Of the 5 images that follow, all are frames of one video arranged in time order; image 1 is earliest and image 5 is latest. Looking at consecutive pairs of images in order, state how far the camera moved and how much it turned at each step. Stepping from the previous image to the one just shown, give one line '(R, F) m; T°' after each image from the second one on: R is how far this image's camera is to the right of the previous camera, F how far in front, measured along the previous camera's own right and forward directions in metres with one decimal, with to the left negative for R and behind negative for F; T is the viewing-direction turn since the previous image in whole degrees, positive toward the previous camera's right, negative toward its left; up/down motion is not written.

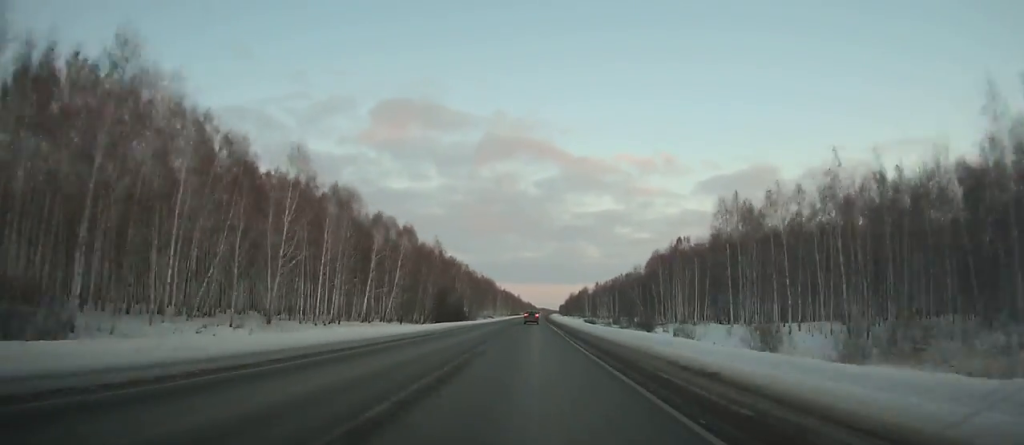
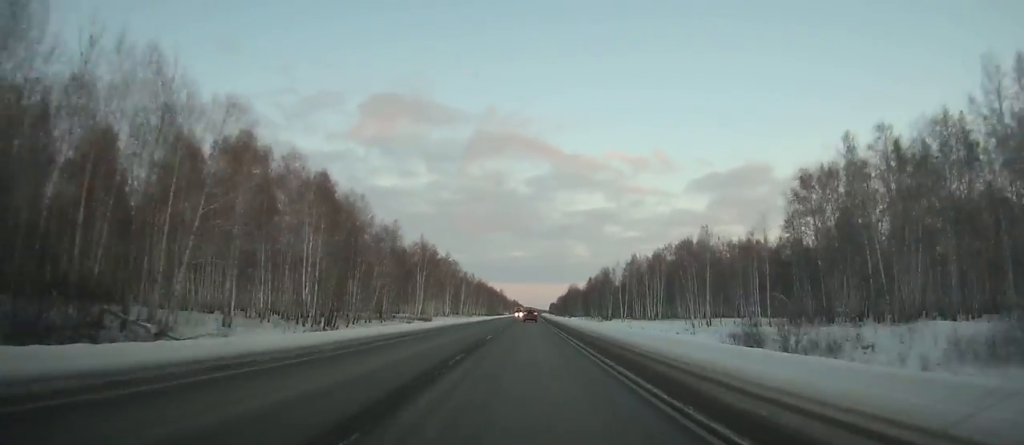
(+1.2, +122.6) m; +1°
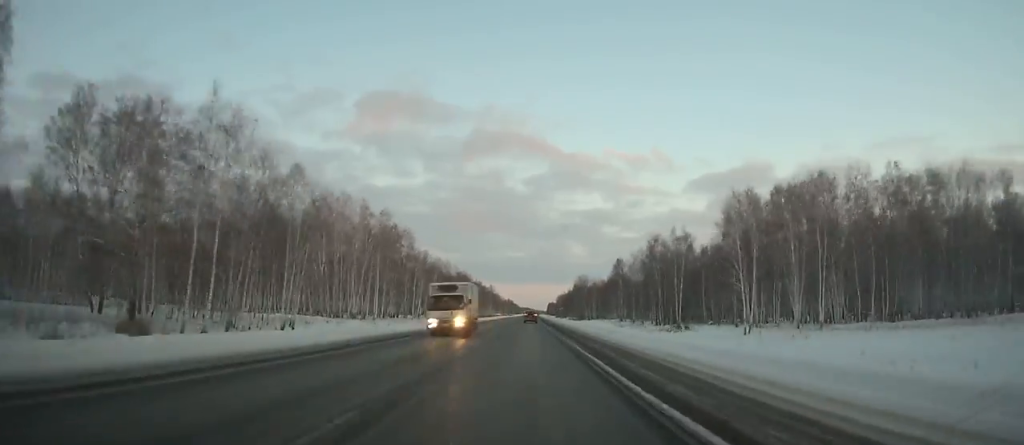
(+0.6, +80.3) m; +1°
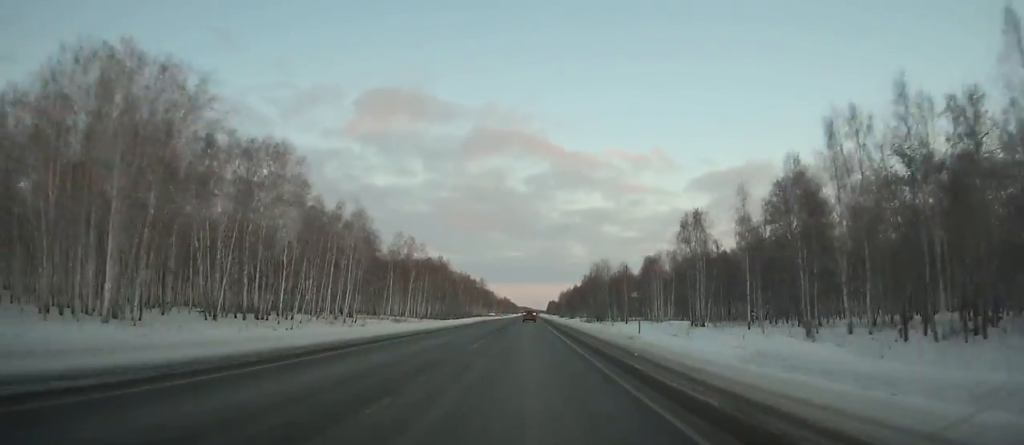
(+0.2, +68.2) m; 0°
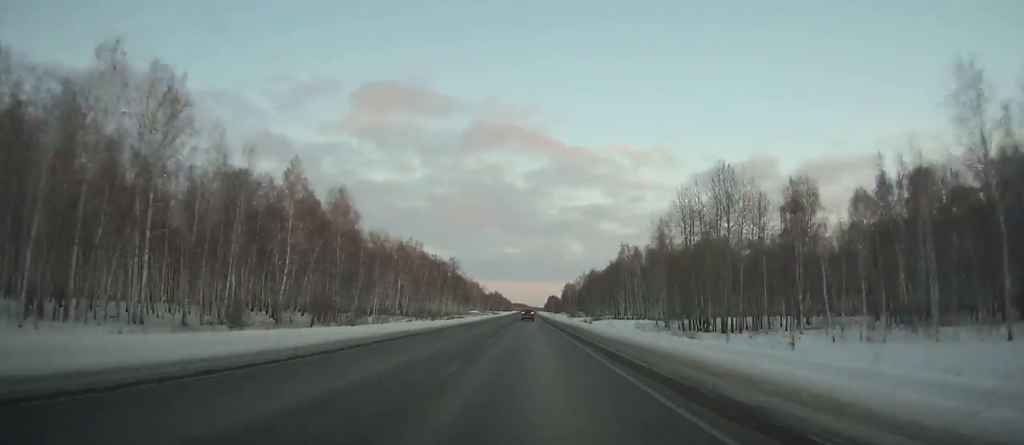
(+0.2, +114.9) m; 0°
